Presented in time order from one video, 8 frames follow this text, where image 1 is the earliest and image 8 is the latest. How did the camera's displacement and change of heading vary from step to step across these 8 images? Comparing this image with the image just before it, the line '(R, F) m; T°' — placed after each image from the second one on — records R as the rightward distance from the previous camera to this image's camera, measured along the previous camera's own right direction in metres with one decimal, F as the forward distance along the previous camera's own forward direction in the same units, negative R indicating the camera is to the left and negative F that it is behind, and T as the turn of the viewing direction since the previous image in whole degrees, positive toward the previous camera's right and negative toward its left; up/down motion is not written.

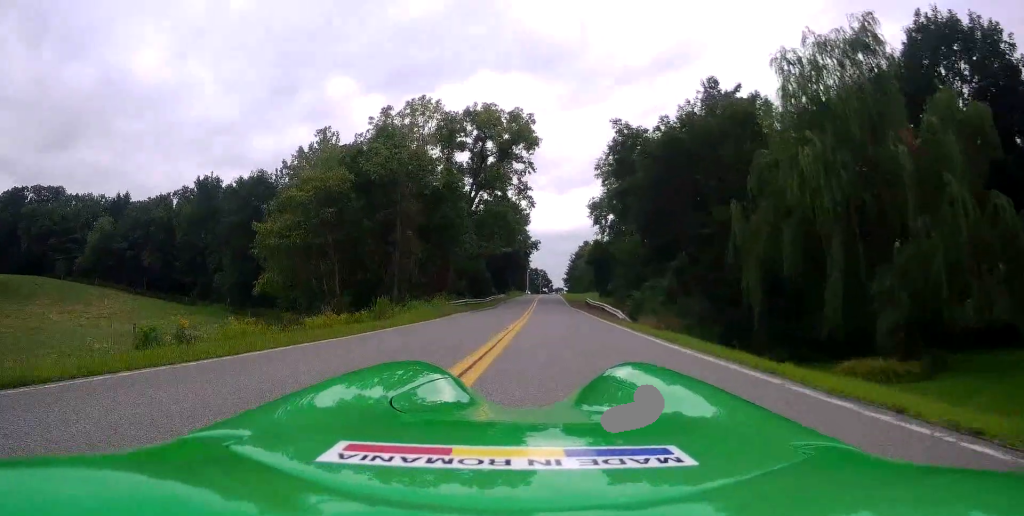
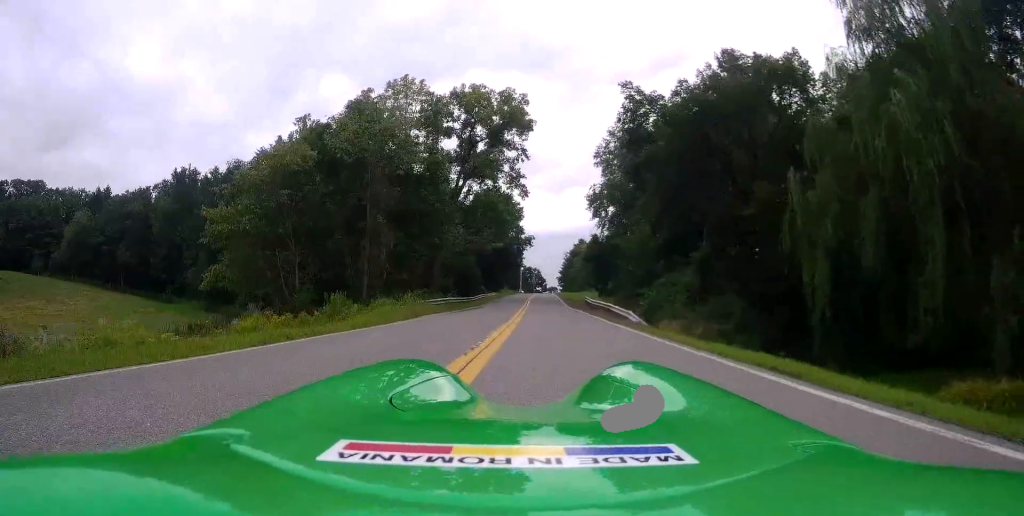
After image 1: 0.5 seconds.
(+0.2, +5.7) m; +1°
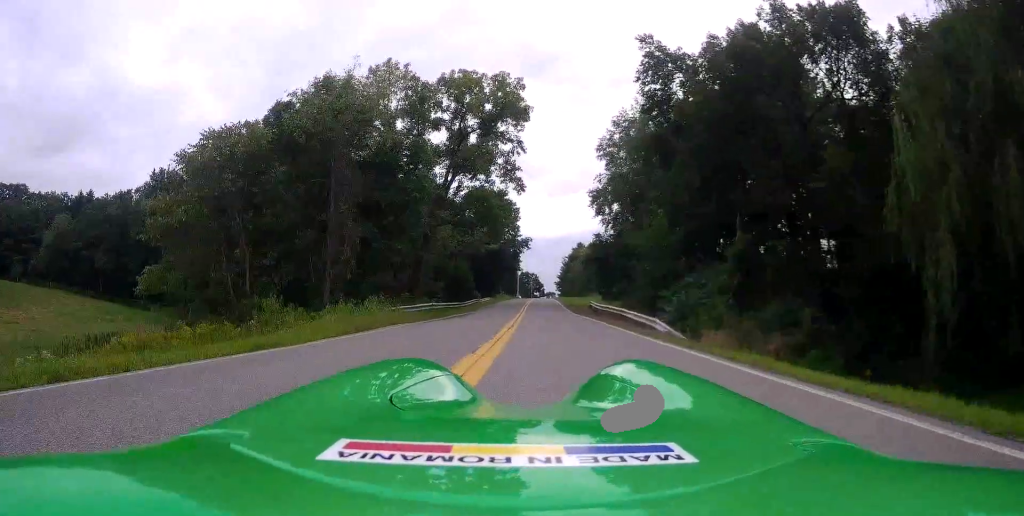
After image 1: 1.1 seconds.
(+0.1, +6.1) m; +1°
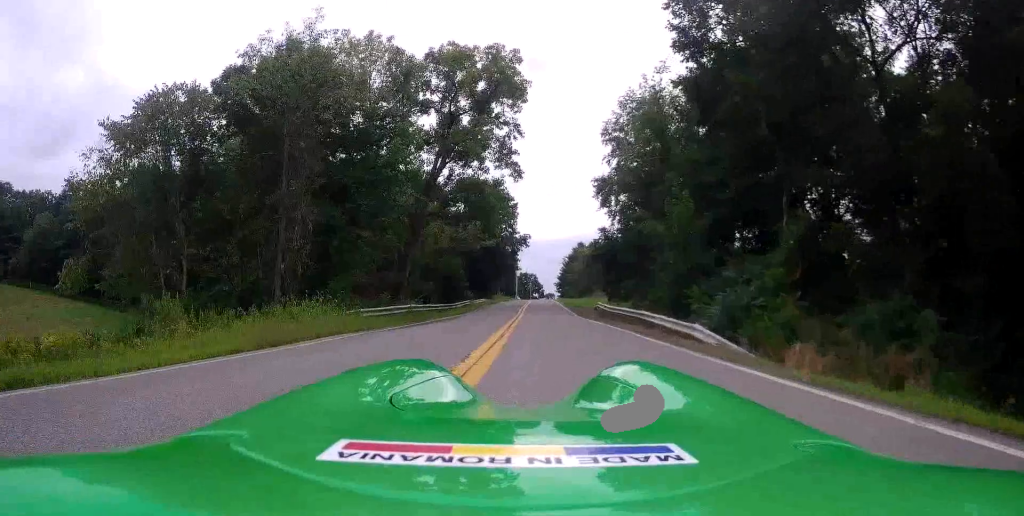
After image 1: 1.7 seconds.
(0.0, +5.7) m; 0°
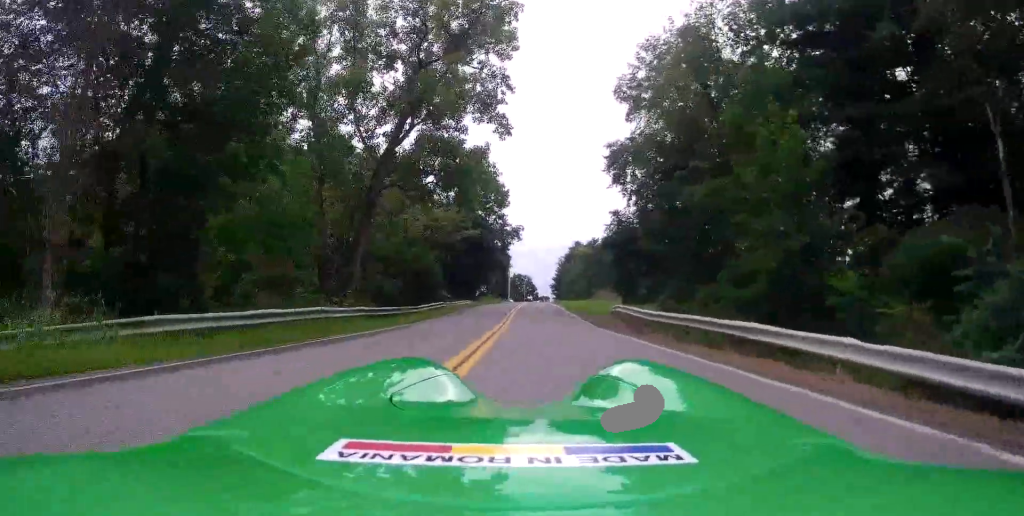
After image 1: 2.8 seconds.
(0.0, +12.1) m; 0°
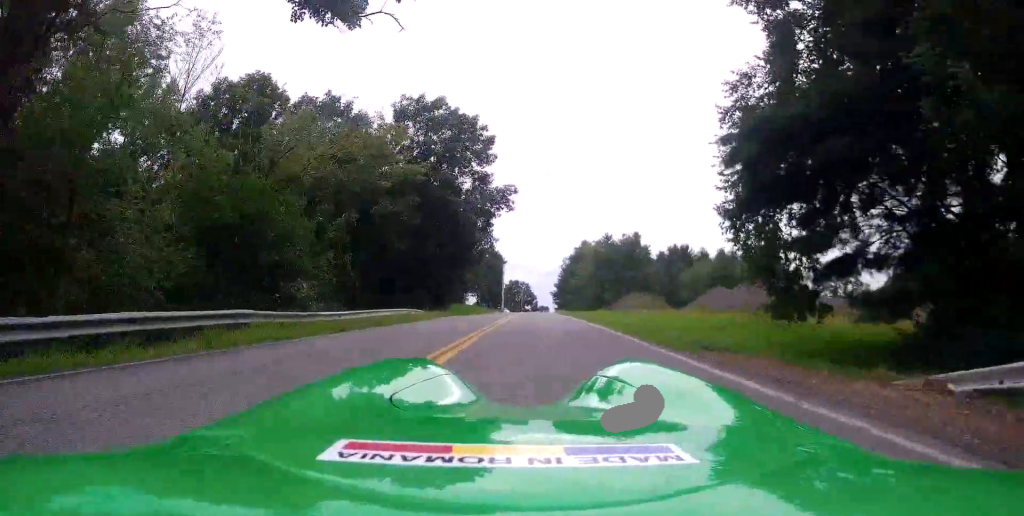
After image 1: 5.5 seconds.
(0.0, +27.8) m; 0°
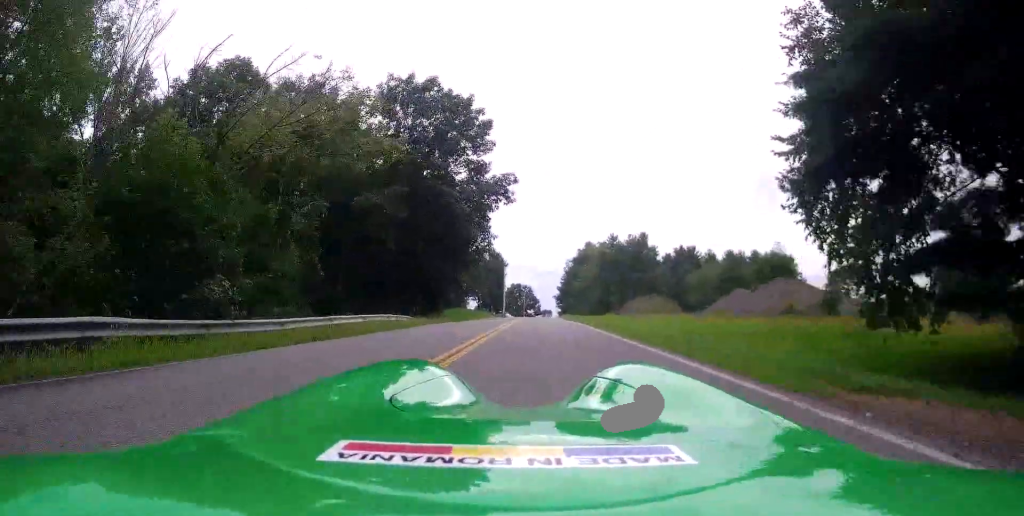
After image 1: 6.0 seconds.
(0.0, +5.0) m; 0°
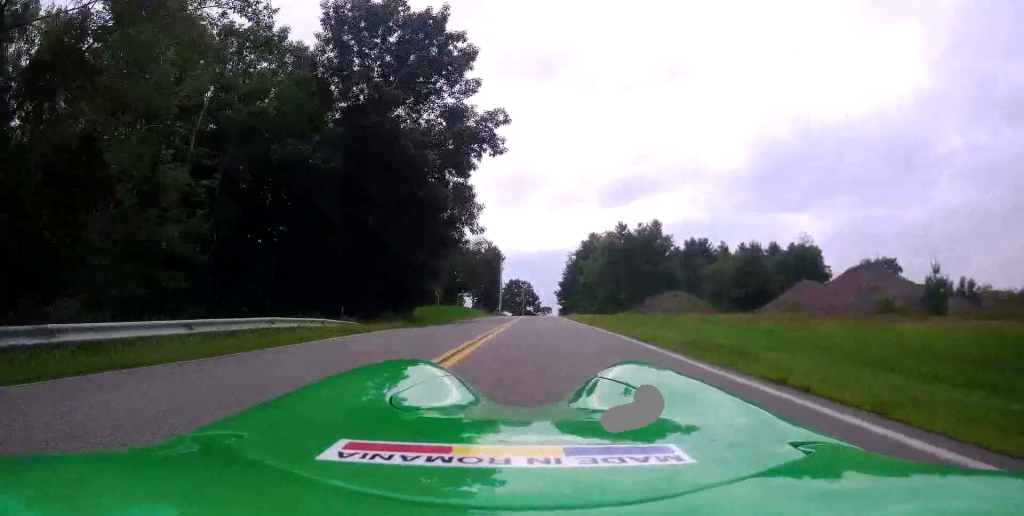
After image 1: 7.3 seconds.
(0.0, +12.7) m; -1°
